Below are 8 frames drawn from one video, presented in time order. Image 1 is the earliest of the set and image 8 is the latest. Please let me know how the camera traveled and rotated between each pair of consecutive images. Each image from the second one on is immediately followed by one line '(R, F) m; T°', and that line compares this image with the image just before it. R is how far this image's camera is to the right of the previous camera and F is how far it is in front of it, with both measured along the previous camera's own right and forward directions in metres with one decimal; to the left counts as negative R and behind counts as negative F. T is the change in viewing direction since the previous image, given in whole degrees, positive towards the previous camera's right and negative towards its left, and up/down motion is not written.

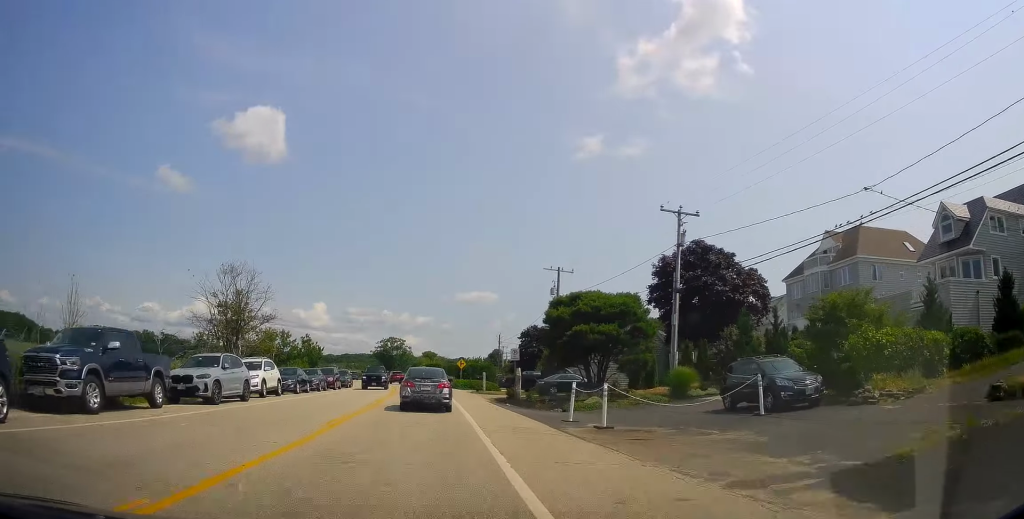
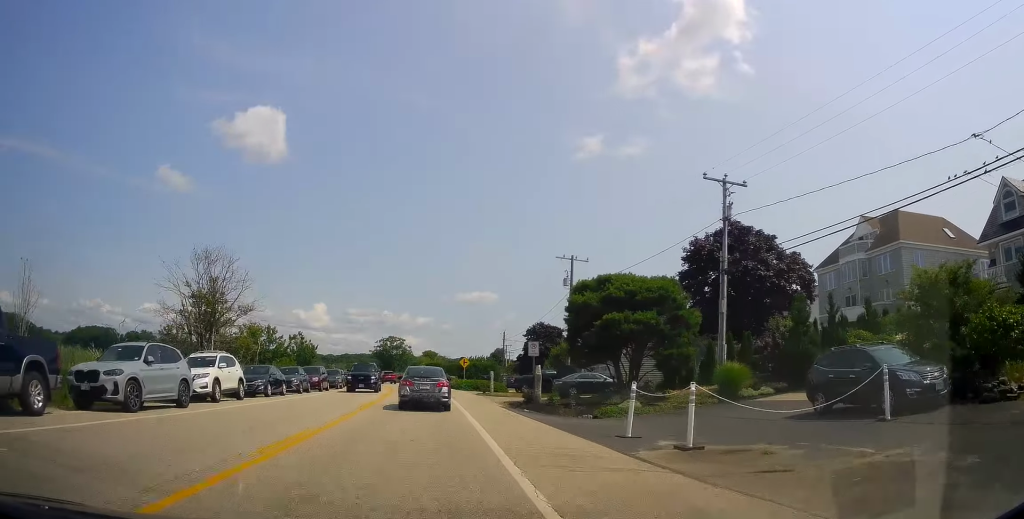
(+0.2, +5.6) m; 0°
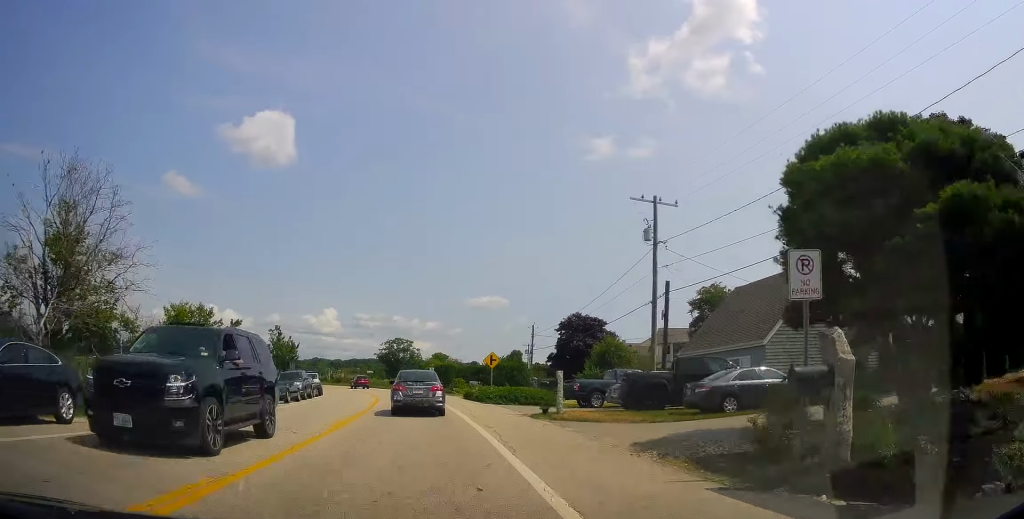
(0.0, +18.5) m; -1°
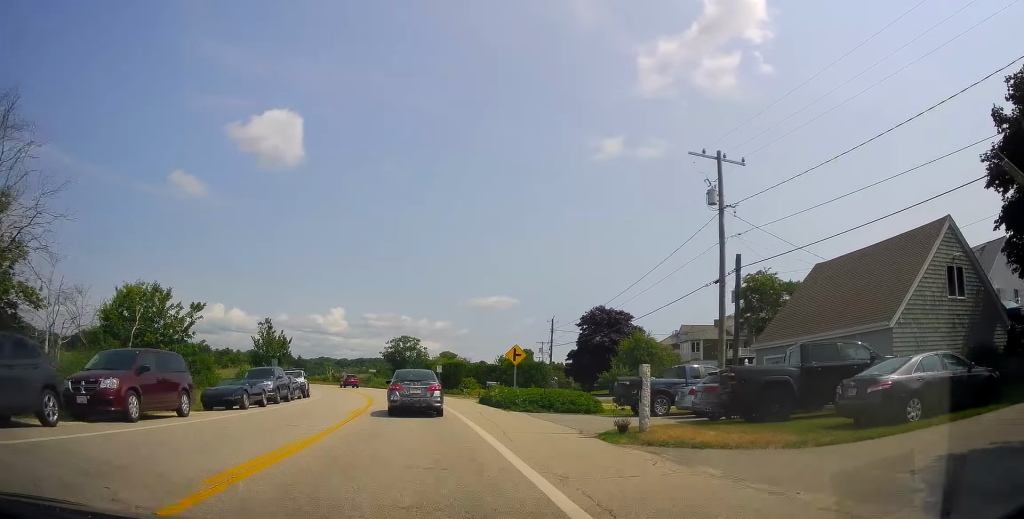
(-0.1, +7.4) m; -1°
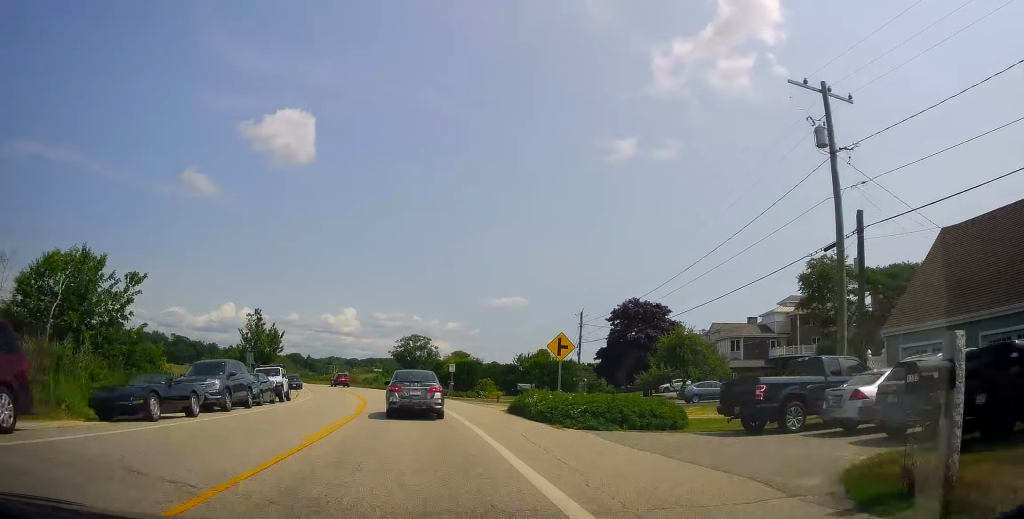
(+0.2, +7.9) m; -2°
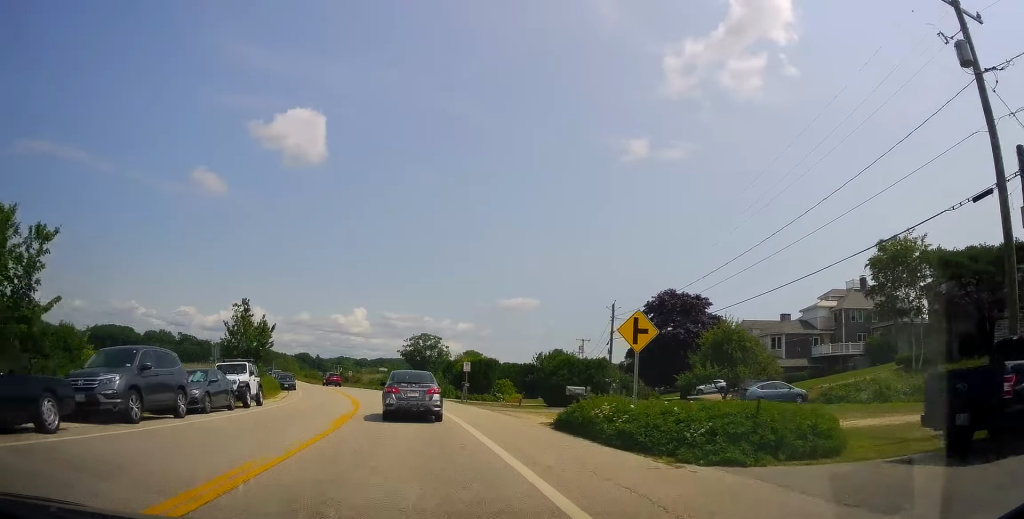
(-0.1, +6.9) m; -2°
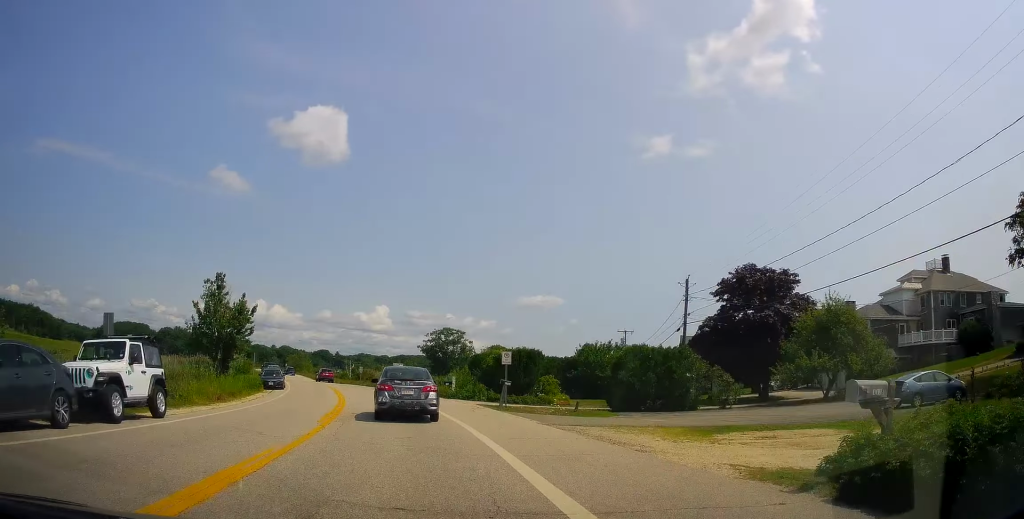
(-0.6, +11.1) m; -3°
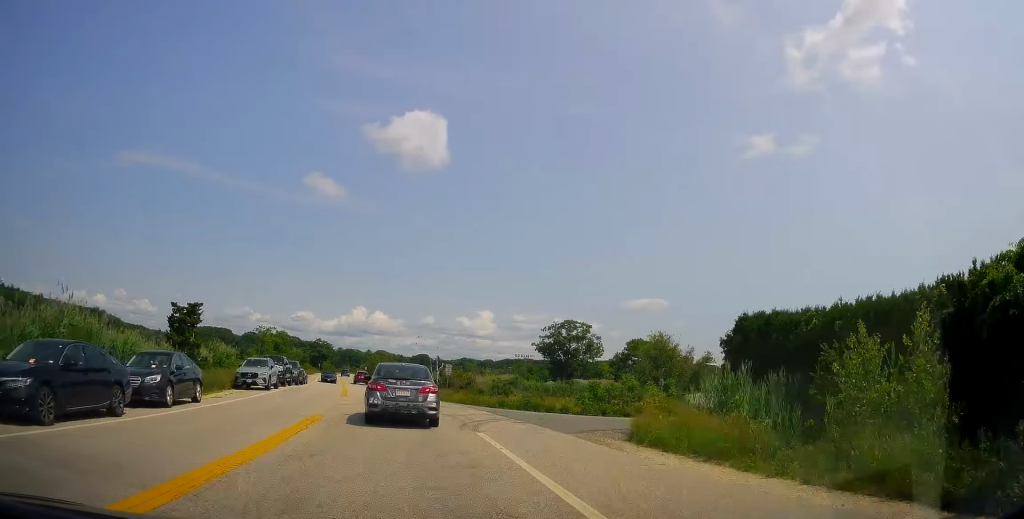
(-2.0, +34.3) m; -8°
